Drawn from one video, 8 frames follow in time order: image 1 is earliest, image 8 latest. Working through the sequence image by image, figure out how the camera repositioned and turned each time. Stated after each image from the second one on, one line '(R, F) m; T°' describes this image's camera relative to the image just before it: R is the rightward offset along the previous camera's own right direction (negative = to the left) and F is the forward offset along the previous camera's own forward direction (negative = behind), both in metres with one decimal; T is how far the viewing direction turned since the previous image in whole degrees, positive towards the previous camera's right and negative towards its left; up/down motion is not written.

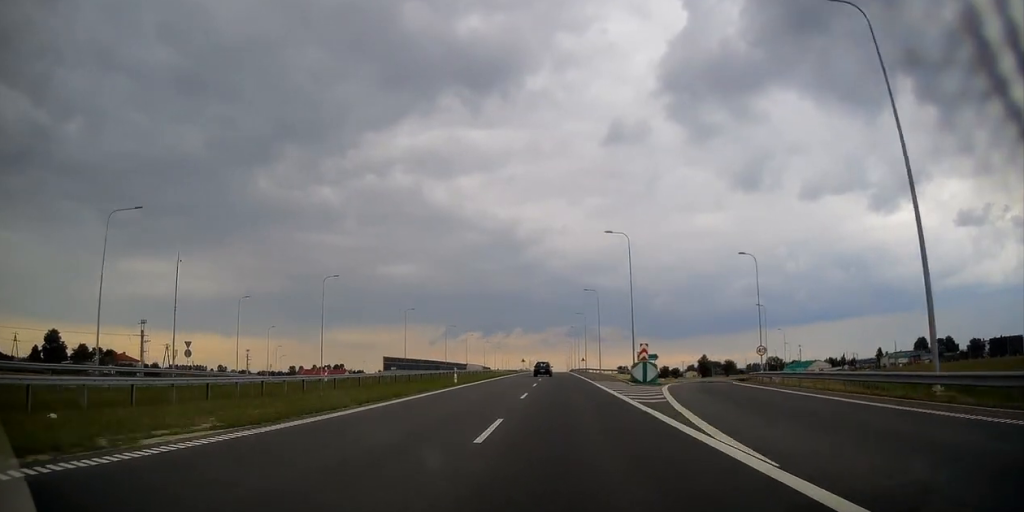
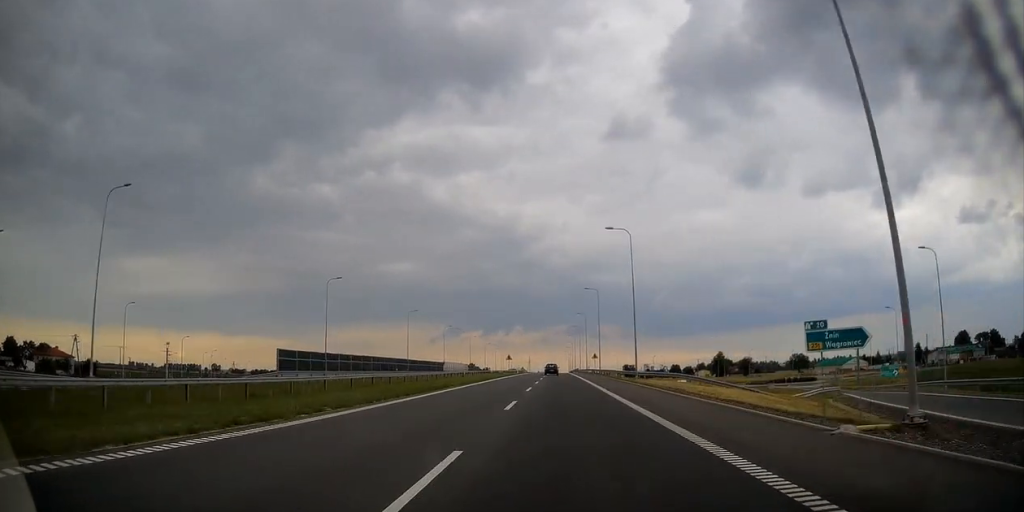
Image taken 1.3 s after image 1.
(+0.1, +41.1) m; 0°
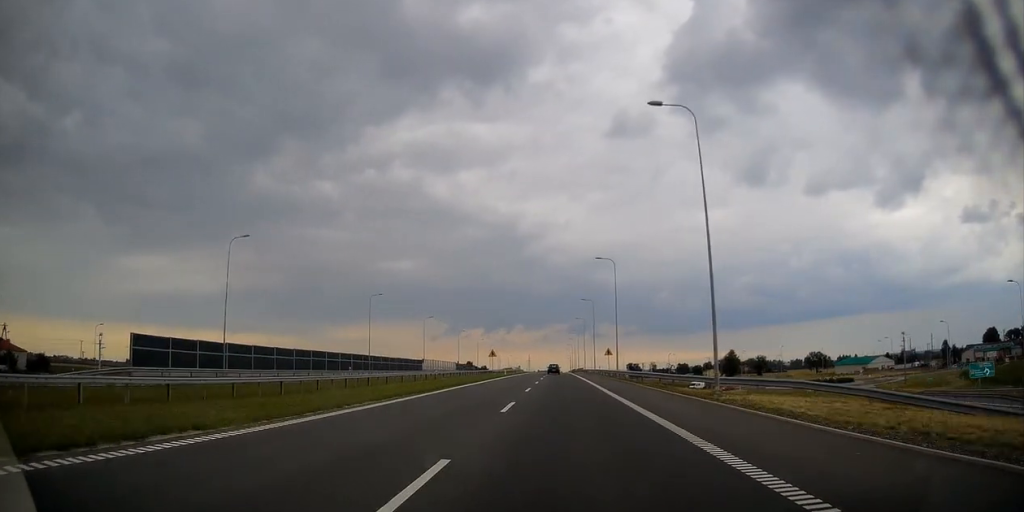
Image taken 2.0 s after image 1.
(-0.1, +25.0) m; 0°
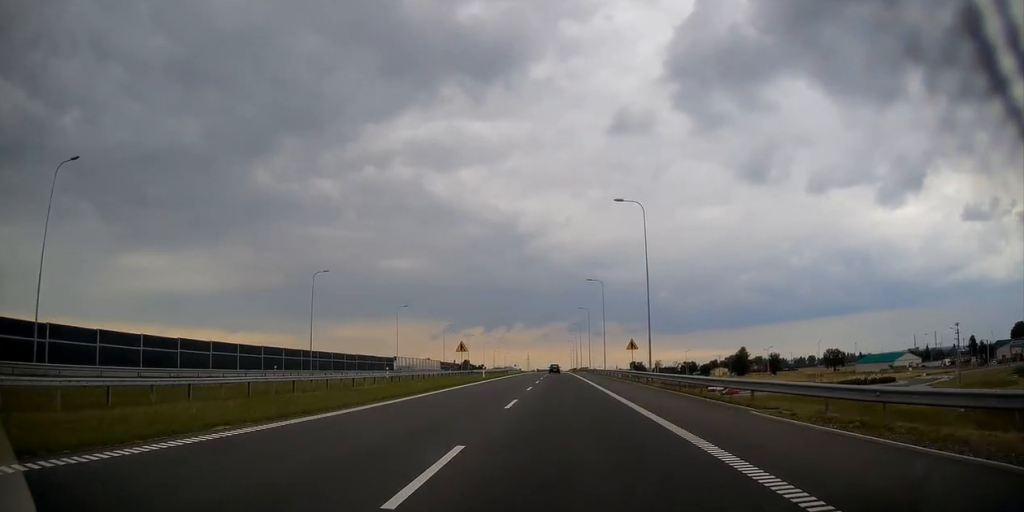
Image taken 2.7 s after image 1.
(0.0, +22.8) m; 0°
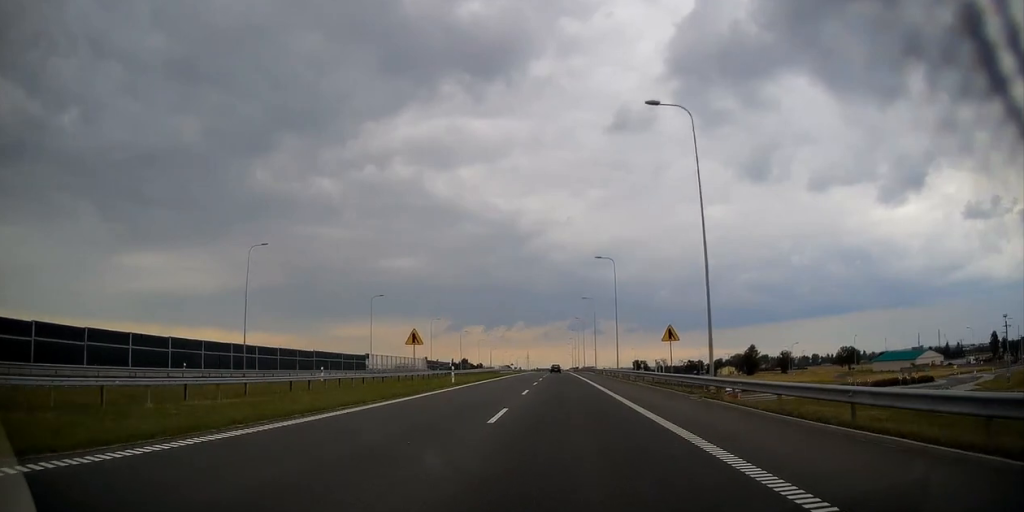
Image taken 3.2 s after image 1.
(0.0, +16.3) m; 0°
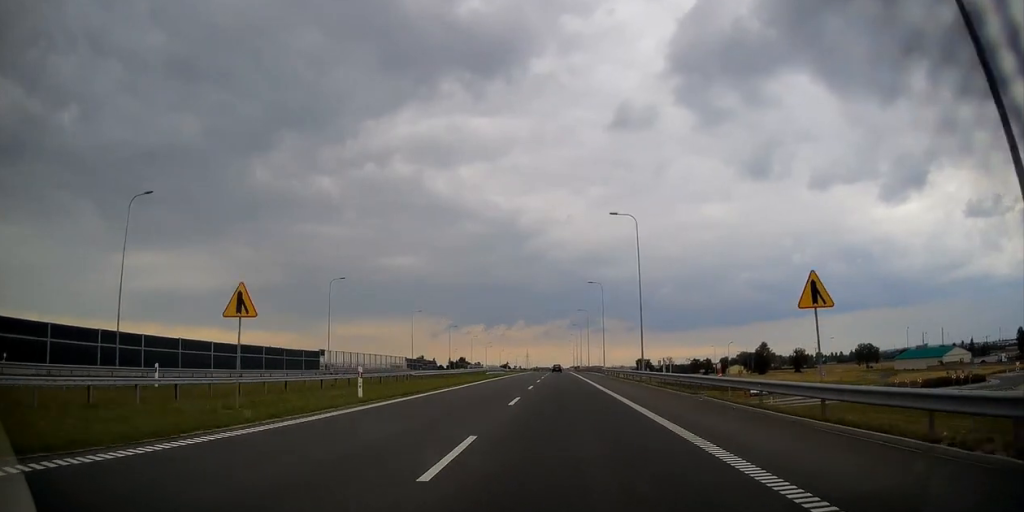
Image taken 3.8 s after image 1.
(-0.1, +18.6) m; 0°
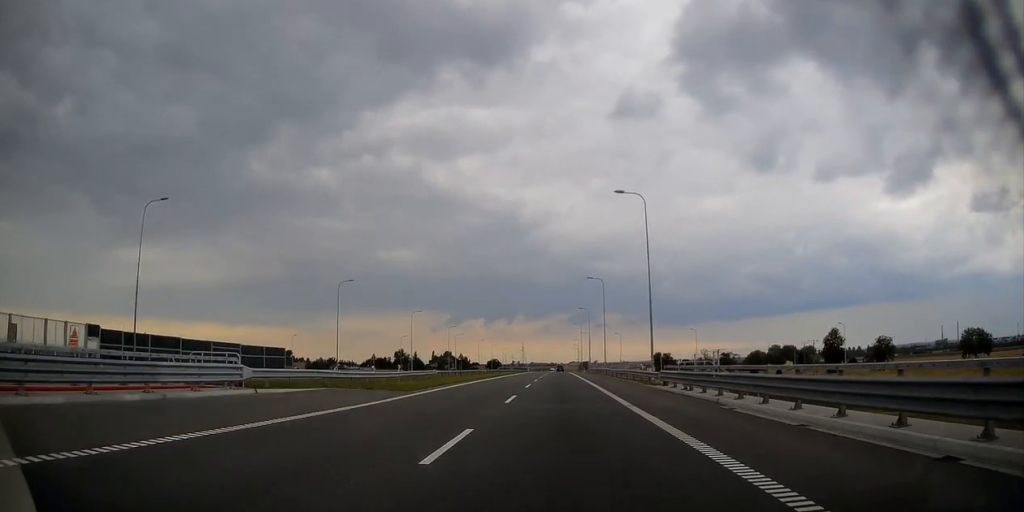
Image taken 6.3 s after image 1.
(+0.1, +83.3) m; 0°
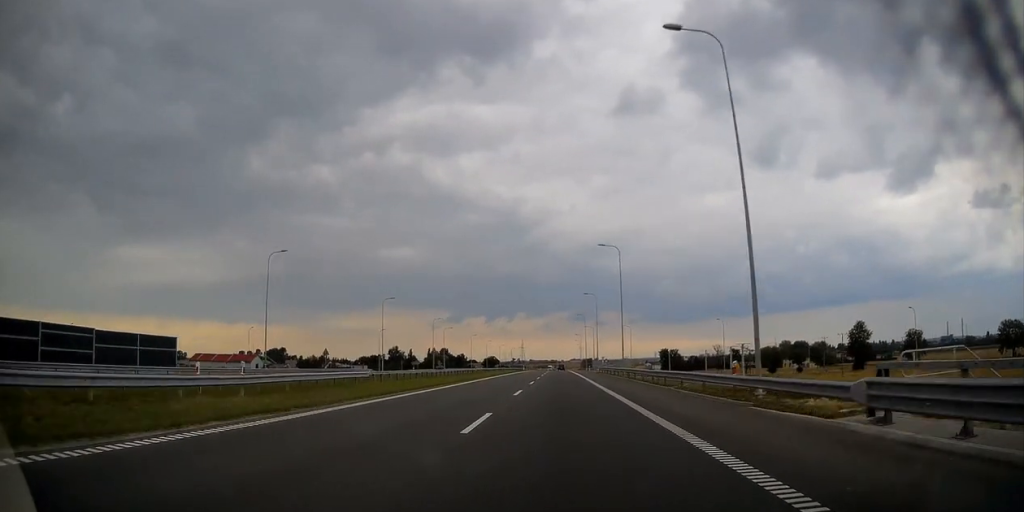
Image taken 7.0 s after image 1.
(-0.1, +20.9) m; 0°
